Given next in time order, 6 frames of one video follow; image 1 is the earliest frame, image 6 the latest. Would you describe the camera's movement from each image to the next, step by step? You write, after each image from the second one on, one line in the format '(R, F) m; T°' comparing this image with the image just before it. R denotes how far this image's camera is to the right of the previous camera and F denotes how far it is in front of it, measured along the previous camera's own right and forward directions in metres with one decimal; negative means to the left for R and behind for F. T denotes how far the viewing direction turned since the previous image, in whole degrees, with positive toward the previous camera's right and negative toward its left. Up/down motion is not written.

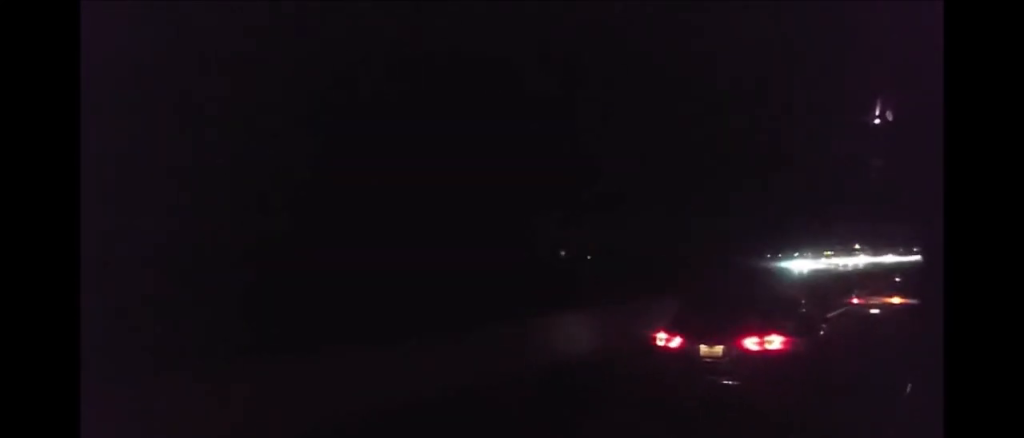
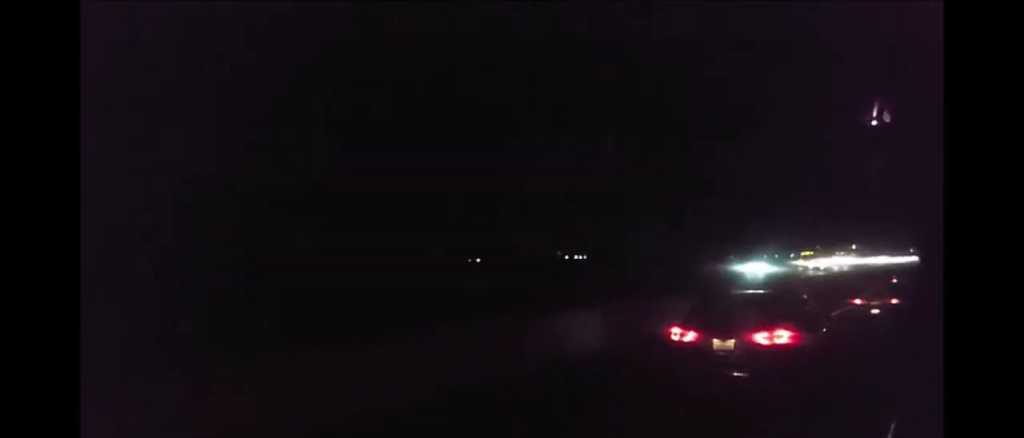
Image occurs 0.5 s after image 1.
(+0.1, +14.2) m; +1°
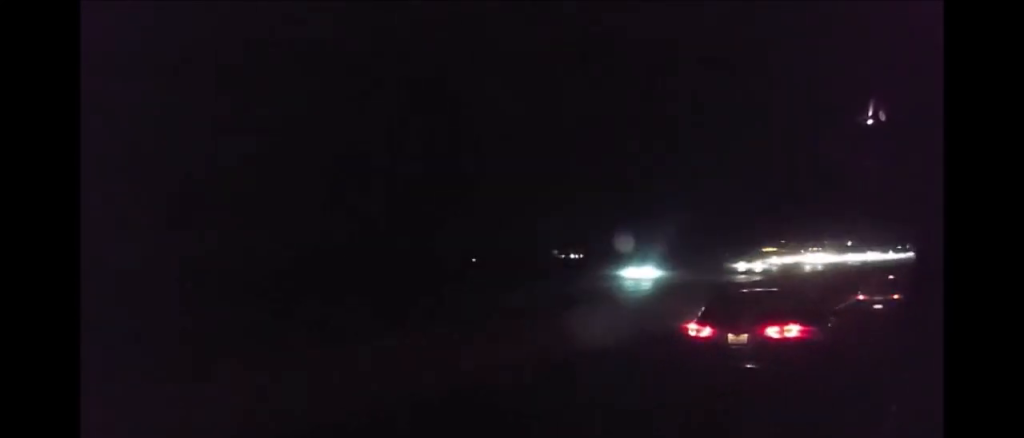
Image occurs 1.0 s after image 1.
(+0.1, +17.2) m; 0°
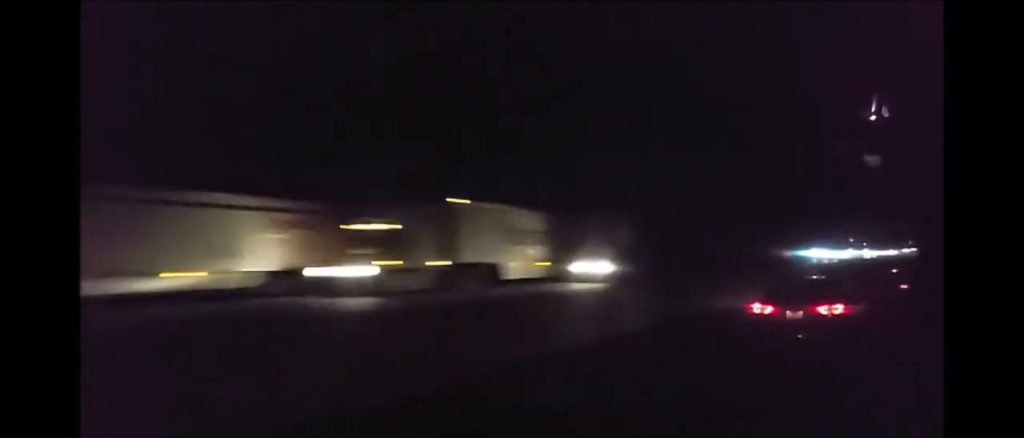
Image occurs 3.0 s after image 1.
(-0.4, +59.4) m; -1°
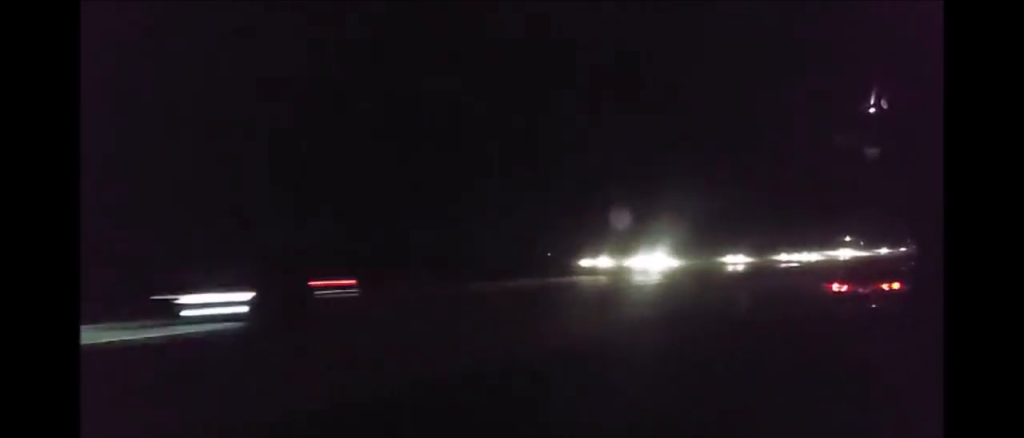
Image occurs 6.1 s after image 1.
(-0.3, +92.0) m; 0°
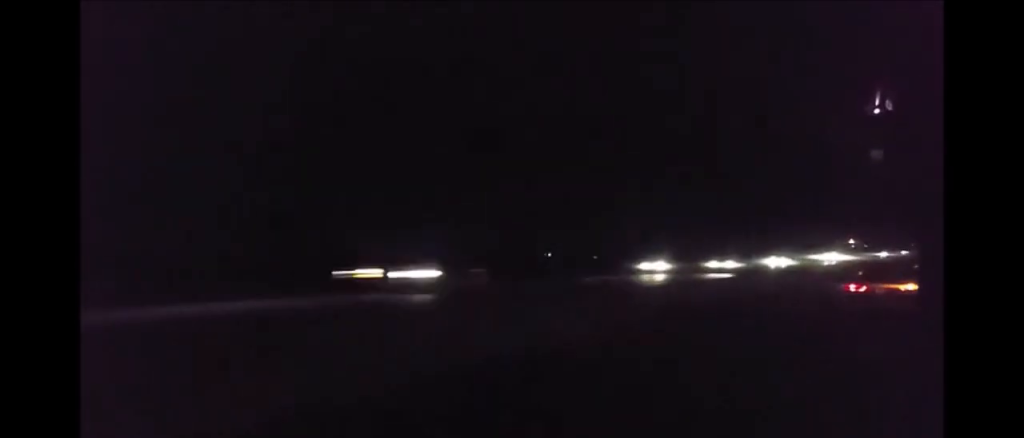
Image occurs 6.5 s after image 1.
(+0.1, +14.1) m; 0°
